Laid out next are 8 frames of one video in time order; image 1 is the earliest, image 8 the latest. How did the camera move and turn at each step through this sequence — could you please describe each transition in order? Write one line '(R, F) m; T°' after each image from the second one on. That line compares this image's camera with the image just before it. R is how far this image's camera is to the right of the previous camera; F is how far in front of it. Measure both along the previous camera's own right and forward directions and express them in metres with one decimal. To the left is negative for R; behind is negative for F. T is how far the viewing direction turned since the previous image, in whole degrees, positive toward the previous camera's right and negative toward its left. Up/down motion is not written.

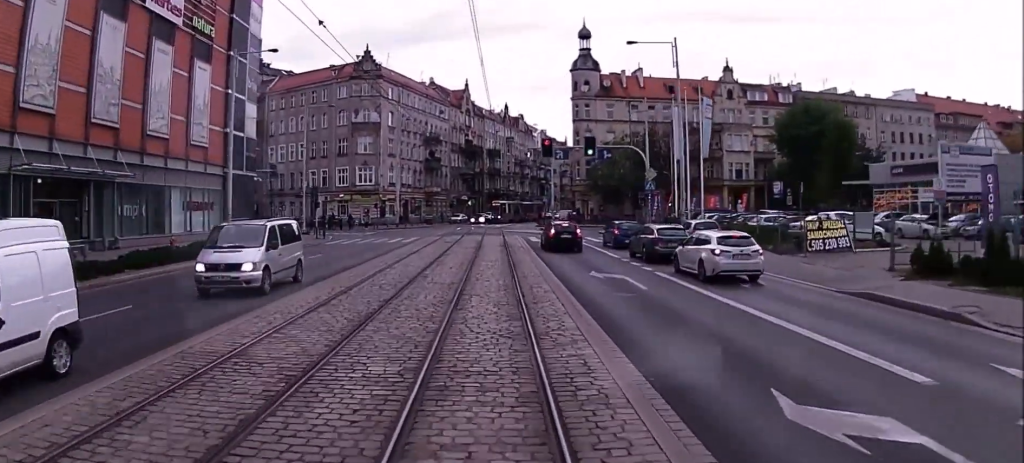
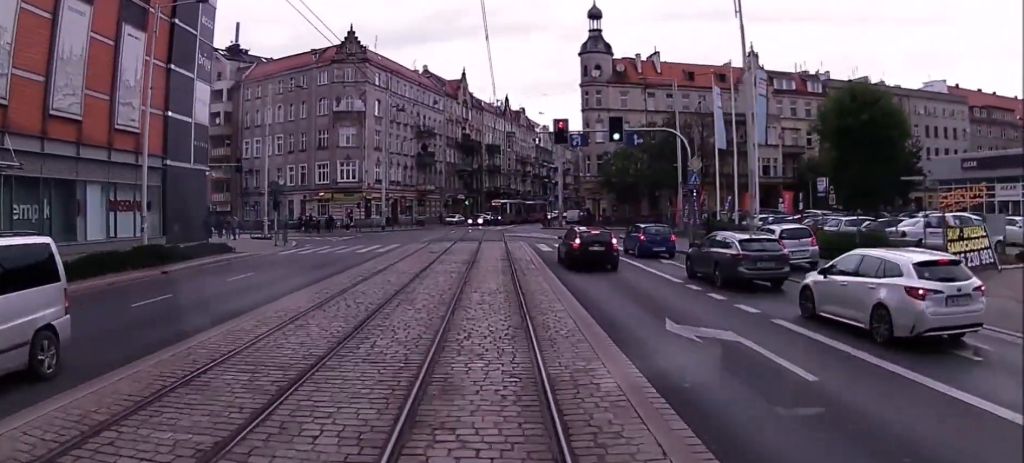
(0.0, +8.7) m; 0°
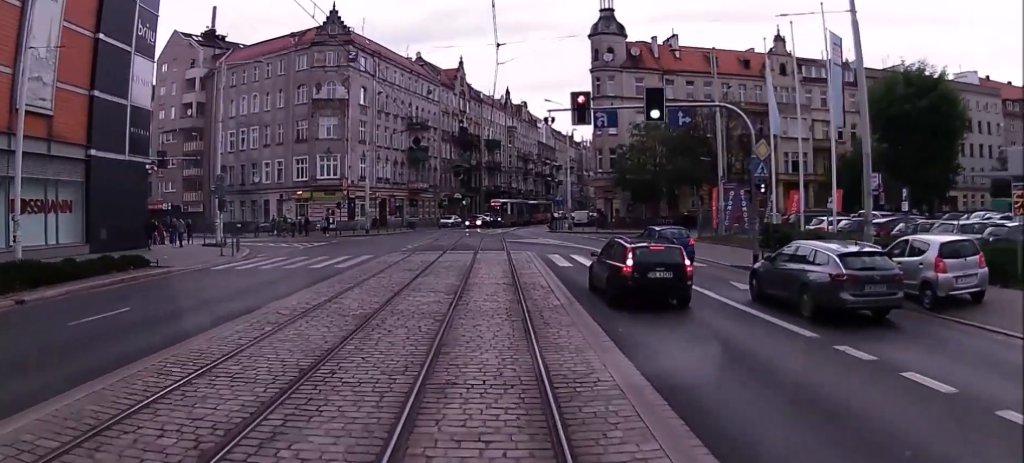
(0.0, +7.5) m; 0°
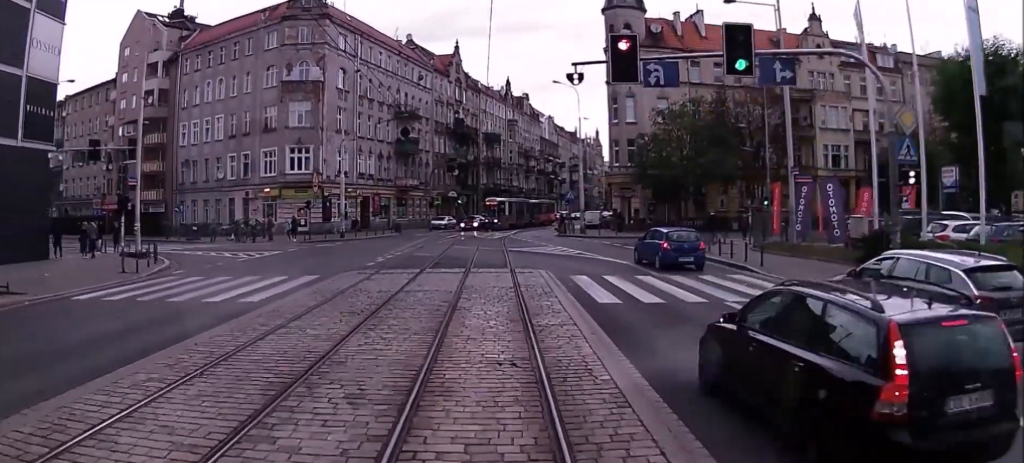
(0.0, +8.3) m; 0°
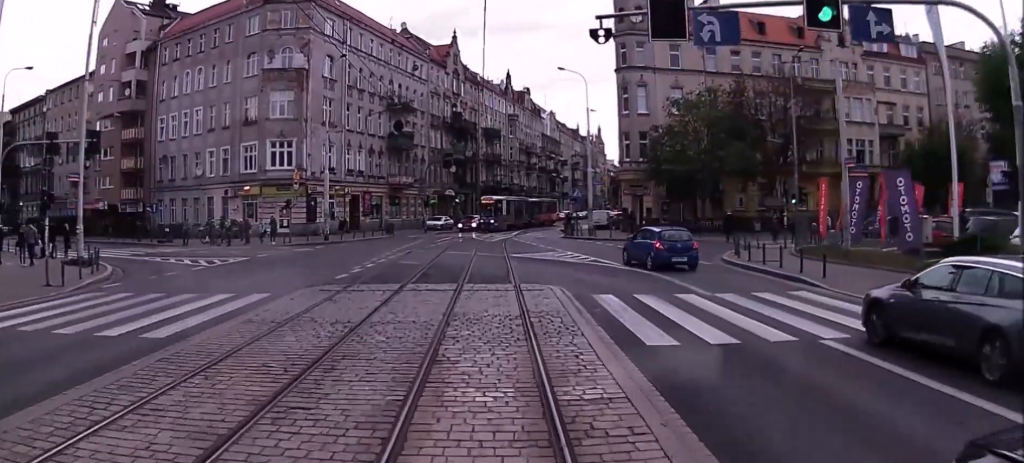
(0.0, +4.3) m; -1°
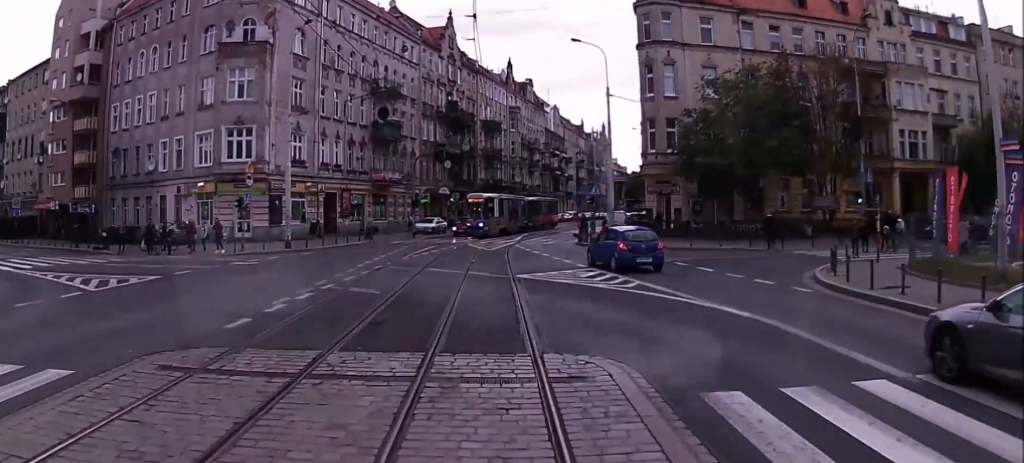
(-0.2, +8.1) m; -2°
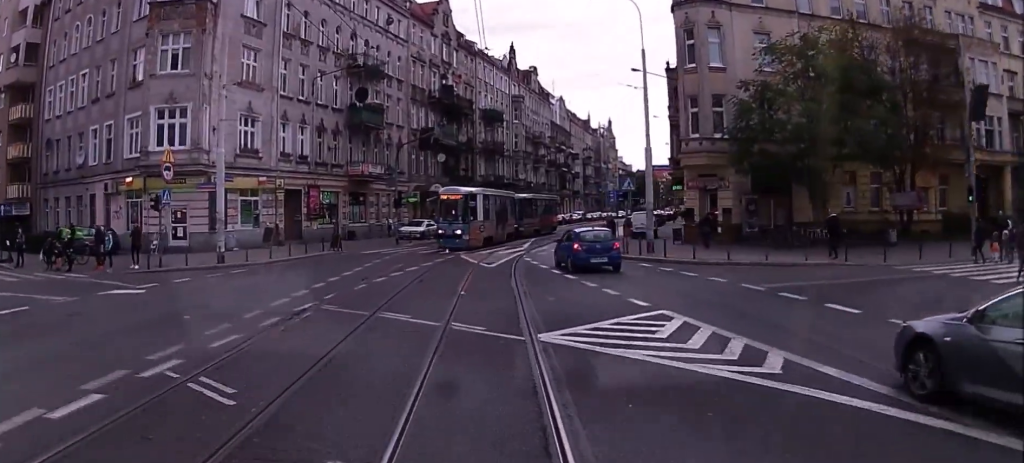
(-0.2, +9.0) m; +1°
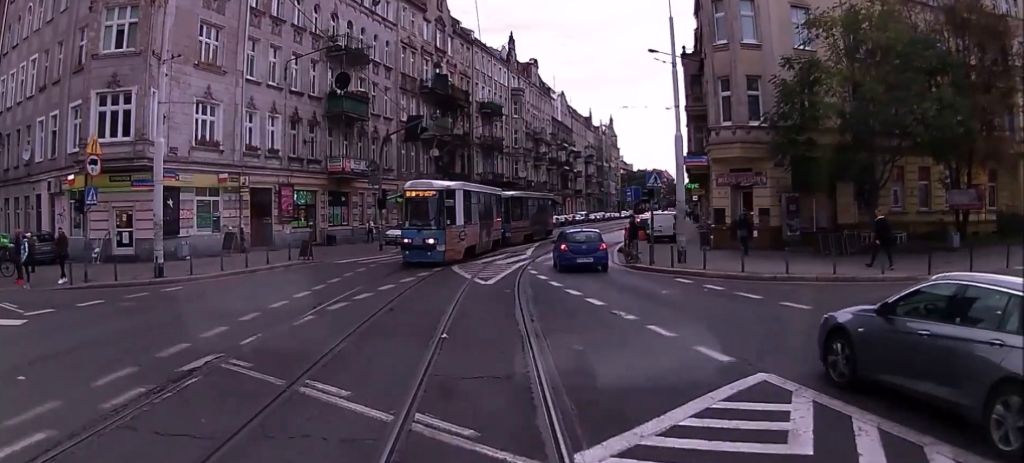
(+0.2, +5.3) m; +2°
